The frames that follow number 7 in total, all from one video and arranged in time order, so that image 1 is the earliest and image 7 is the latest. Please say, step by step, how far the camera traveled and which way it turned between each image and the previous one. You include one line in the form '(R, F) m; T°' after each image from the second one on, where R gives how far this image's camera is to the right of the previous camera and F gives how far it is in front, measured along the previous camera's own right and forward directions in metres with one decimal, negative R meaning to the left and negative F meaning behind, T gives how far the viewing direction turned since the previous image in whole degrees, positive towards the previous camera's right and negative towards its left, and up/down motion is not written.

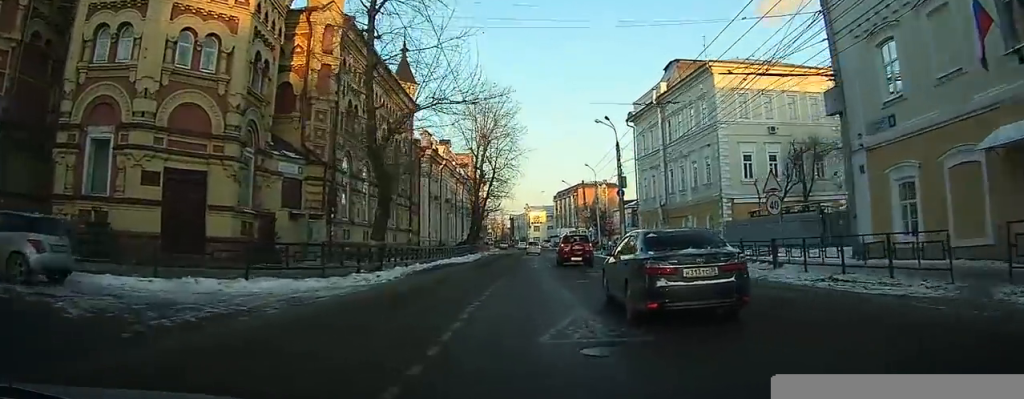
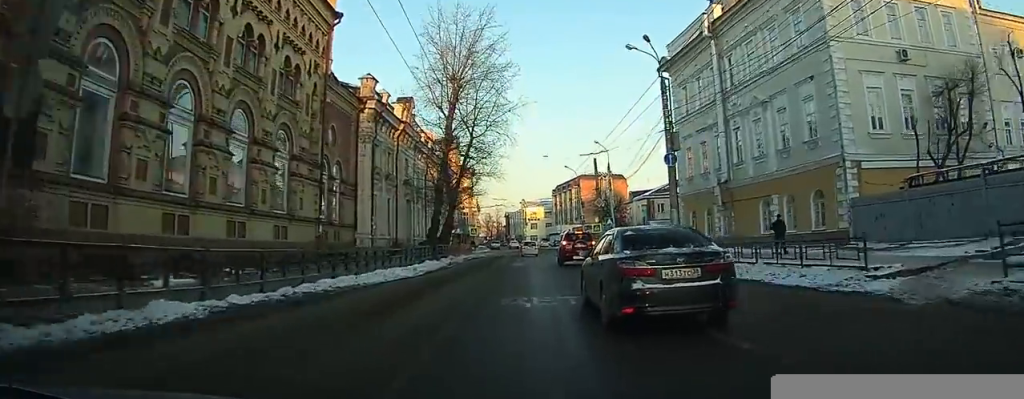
(-0.1, +18.8) m; -2°
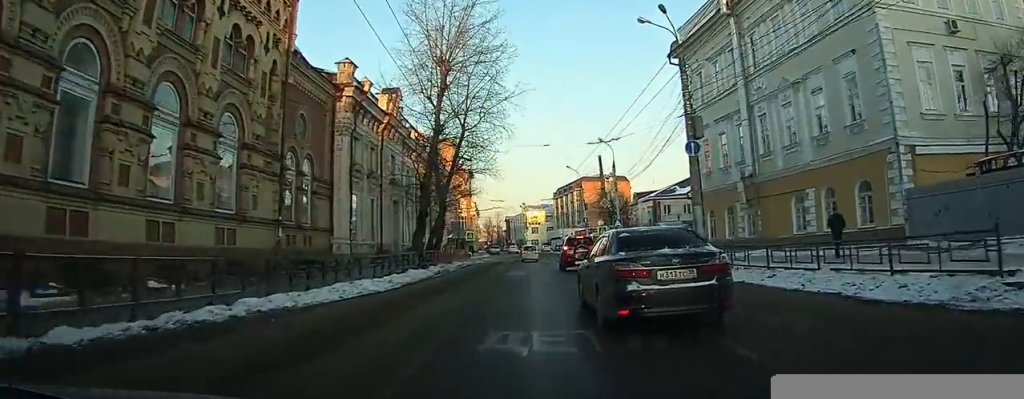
(-0.1, +4.5) m; 0°
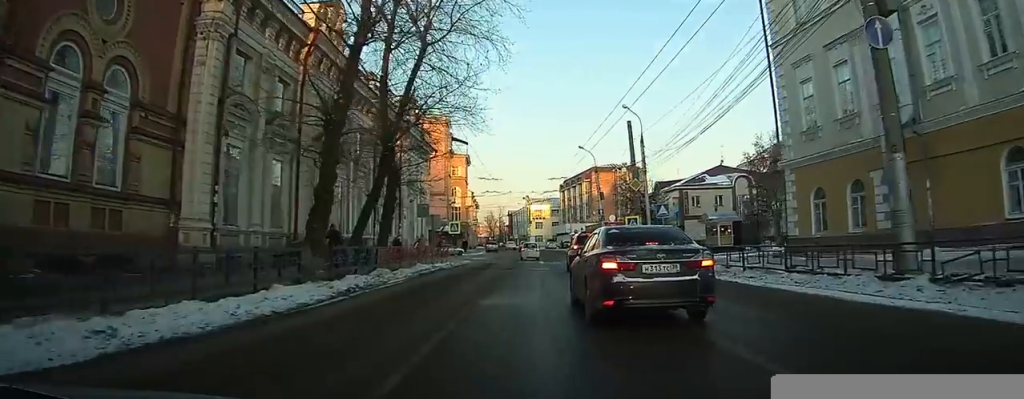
(+0.1, +15.5) m; +2°
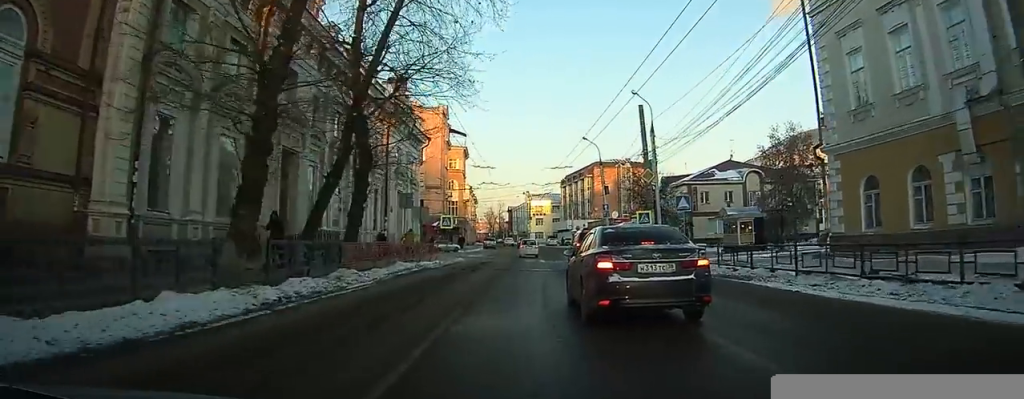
(0.0, +4.6) m; 0°
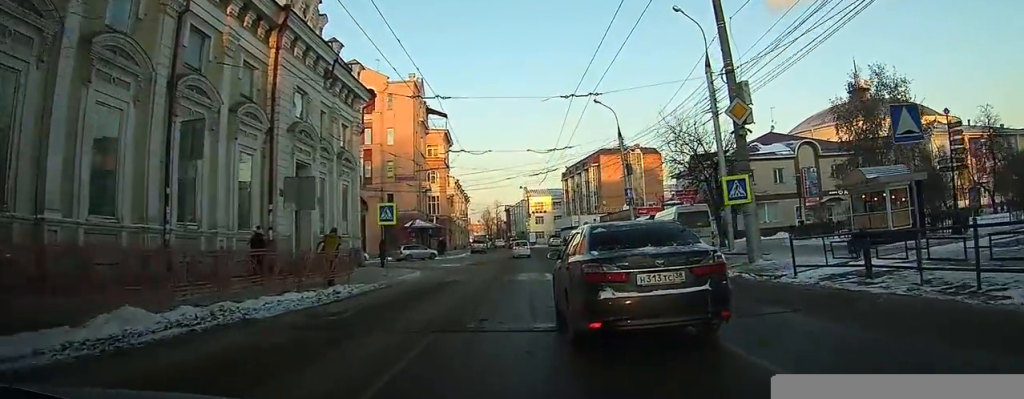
(-0.2, +21.7) m; 0°
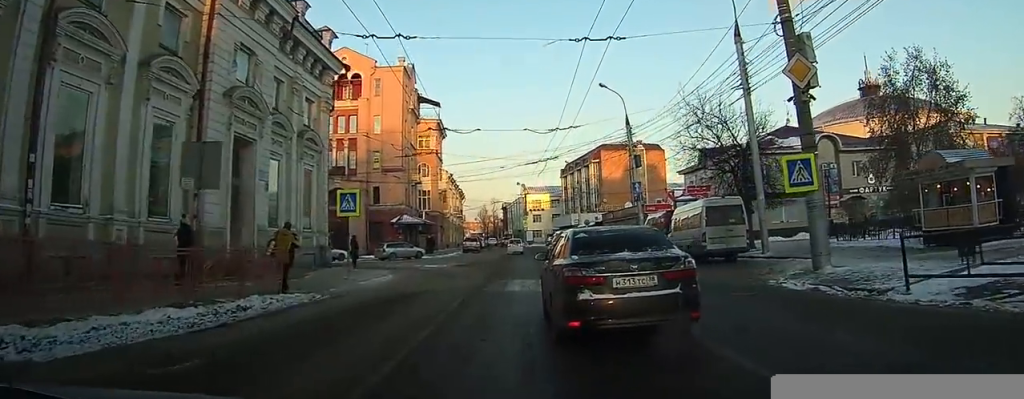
(+0.1, +7.5) m; 0°
